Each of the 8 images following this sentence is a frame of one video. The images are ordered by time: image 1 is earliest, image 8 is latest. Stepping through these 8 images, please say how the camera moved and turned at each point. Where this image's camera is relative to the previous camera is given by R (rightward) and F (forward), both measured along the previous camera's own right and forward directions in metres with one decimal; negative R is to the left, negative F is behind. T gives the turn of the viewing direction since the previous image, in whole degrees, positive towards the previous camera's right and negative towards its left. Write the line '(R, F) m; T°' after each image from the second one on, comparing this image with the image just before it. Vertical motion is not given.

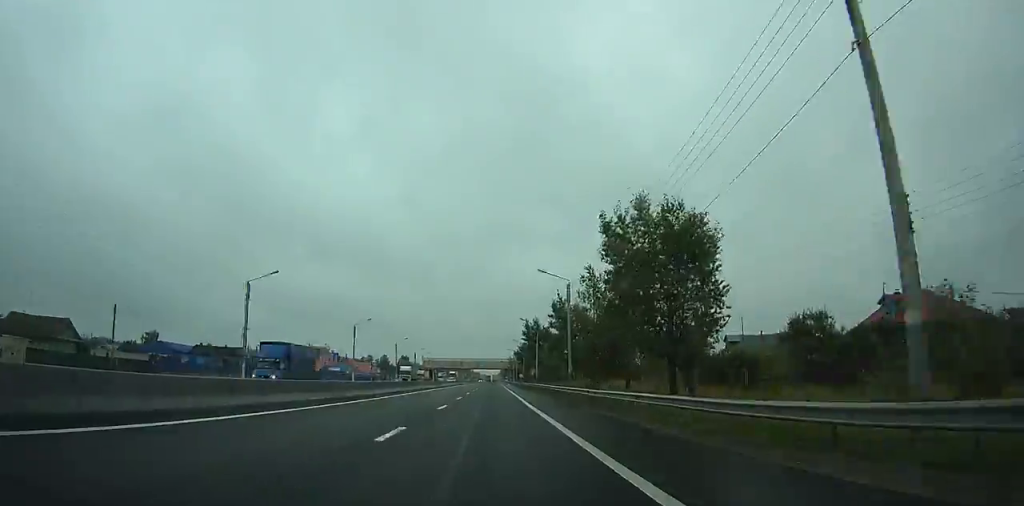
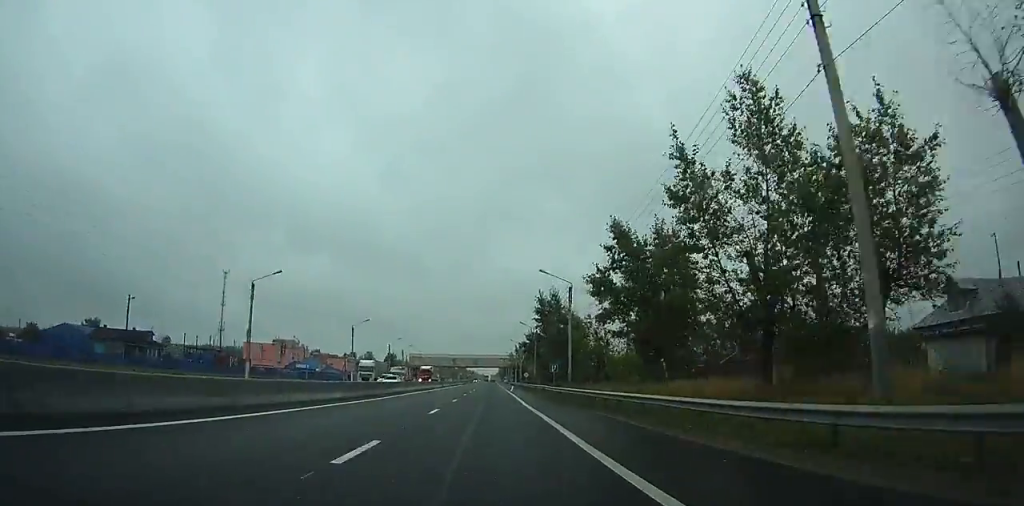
(-0.7, +39.5) m; -1°
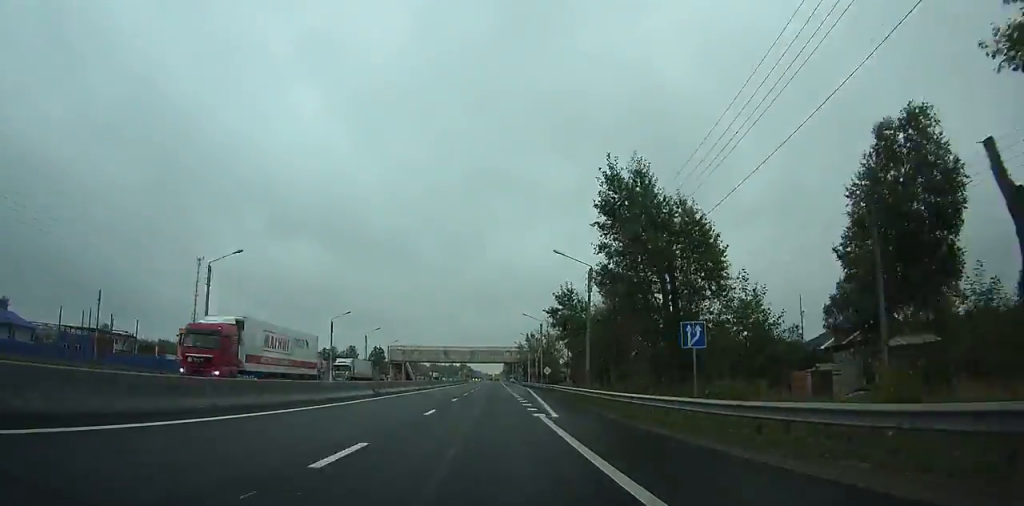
(+0.1, +49.1) m; -1°
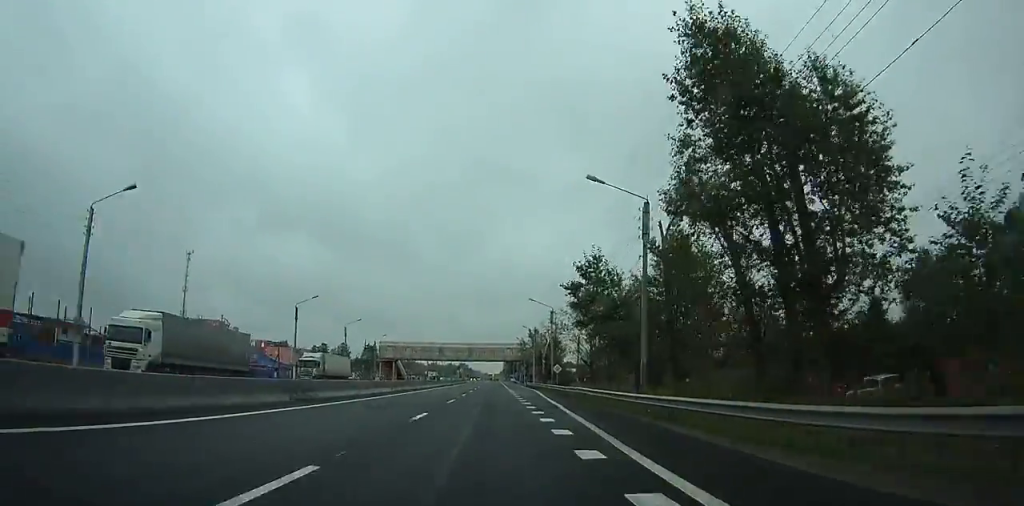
(+0.1, +15.8) m; -1°
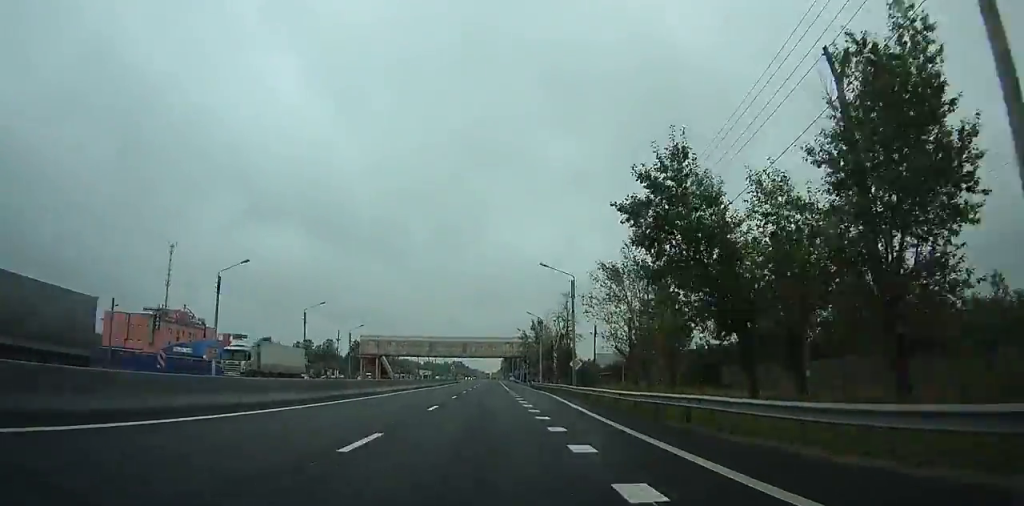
(-0.2, +21.1) m; 0°
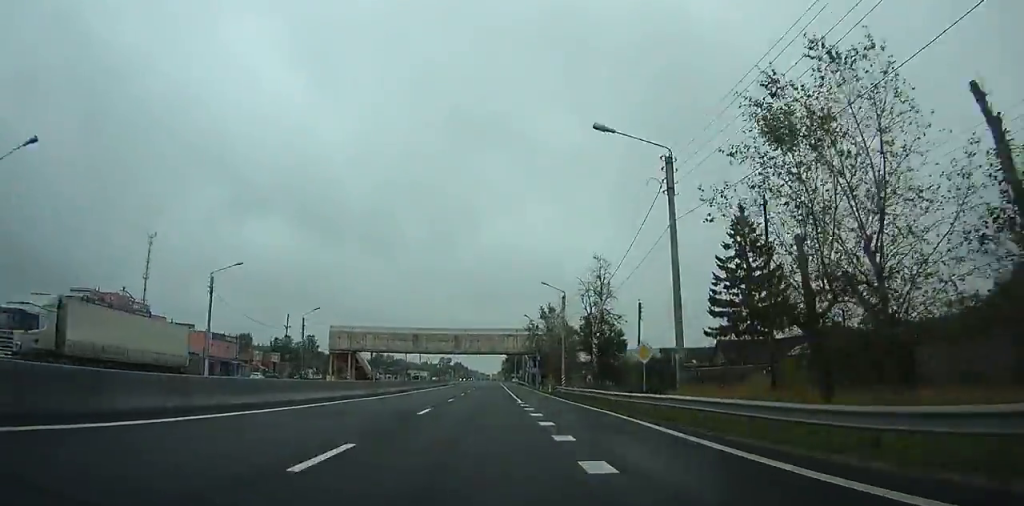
(-1.6, +29.4) m; +2°
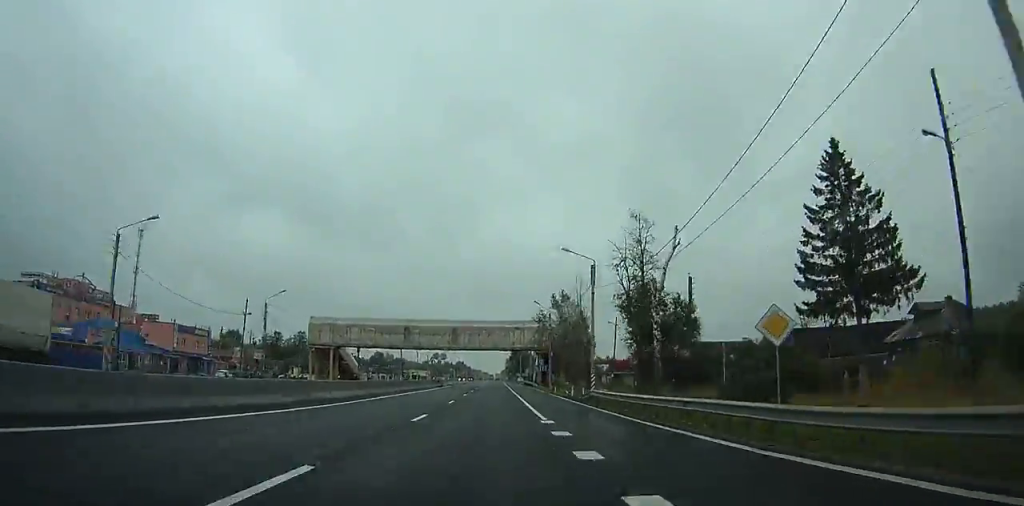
(+1.4, +16.5) m; +1°
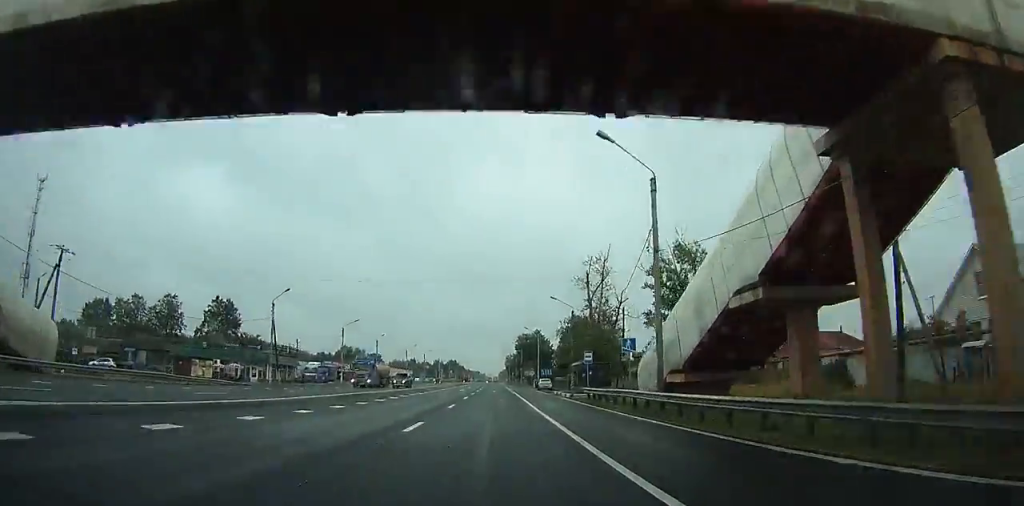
(+0.6, +89.4) m; -1°
